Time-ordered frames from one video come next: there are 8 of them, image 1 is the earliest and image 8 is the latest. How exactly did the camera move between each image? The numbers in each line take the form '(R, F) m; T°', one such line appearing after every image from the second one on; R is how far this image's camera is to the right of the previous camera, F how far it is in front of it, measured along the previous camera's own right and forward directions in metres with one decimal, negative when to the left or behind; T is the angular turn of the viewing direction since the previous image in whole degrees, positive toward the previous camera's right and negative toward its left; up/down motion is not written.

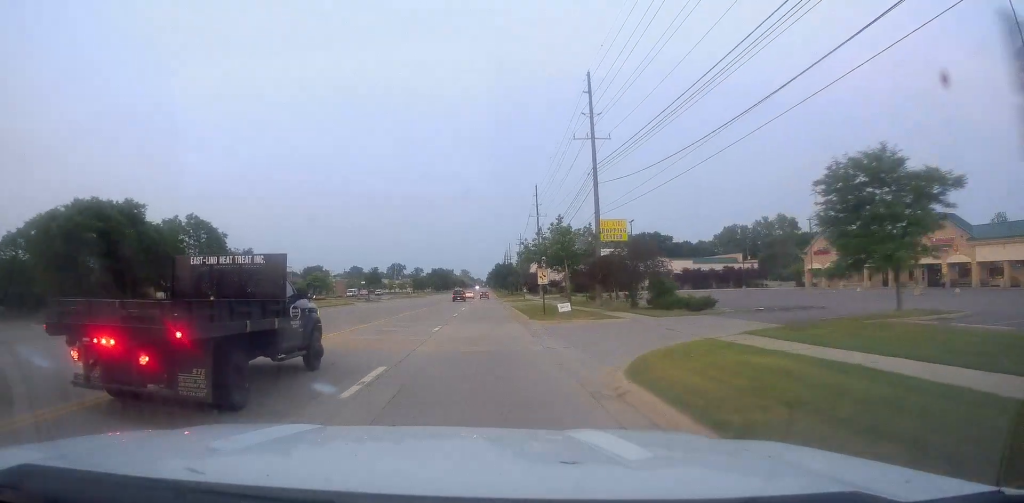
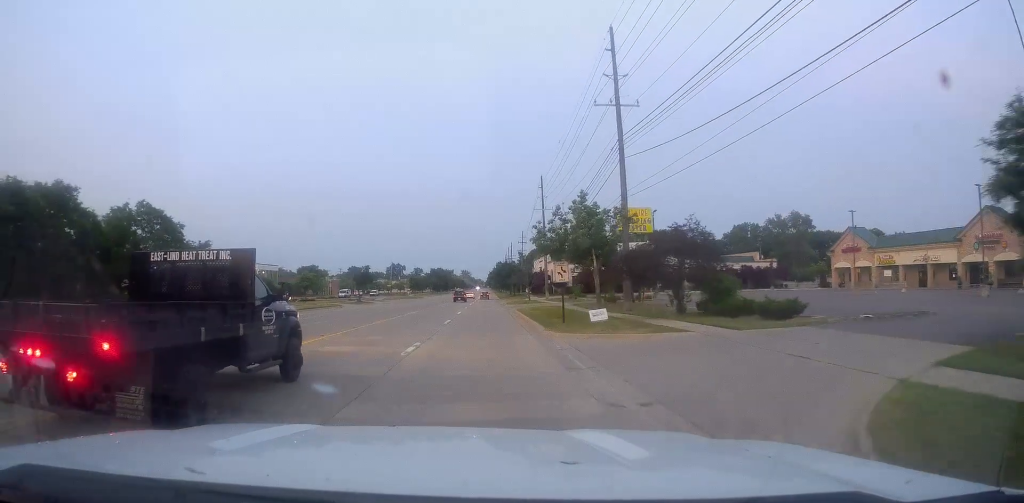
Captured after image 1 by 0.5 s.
(-0.2, +7.9) m; 0°
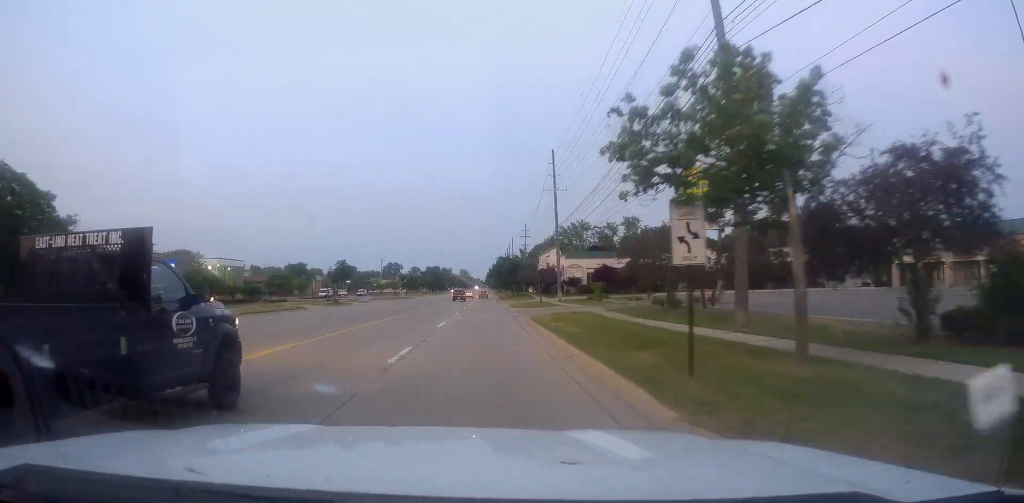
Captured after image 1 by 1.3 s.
(+0.3, +15.6) m; -1°
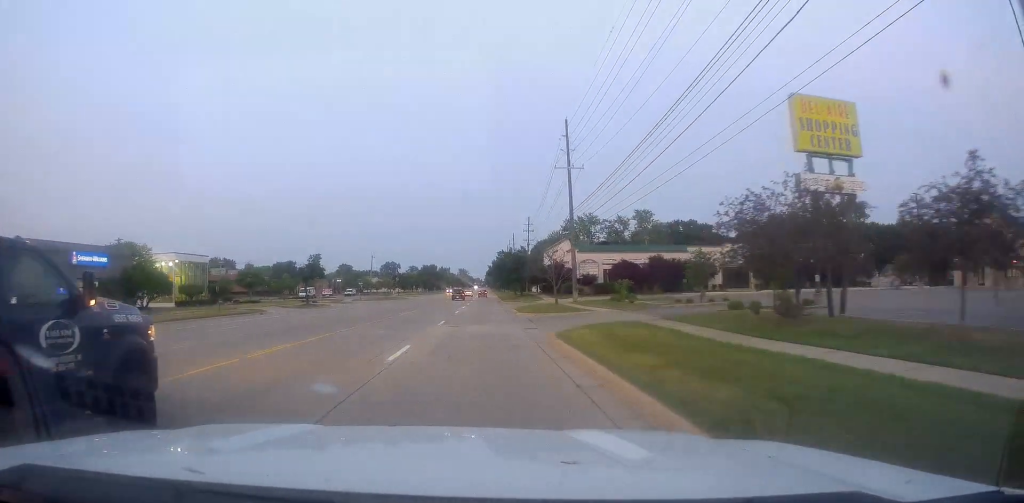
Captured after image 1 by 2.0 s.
(-0.3, +12.6) m; 0°
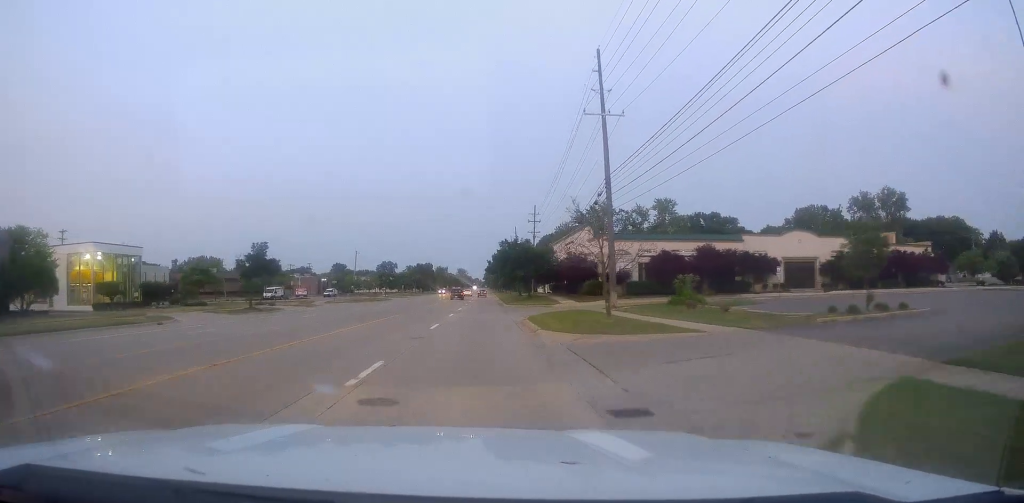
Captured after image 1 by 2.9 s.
(-0.1, +17.6) m; +1°
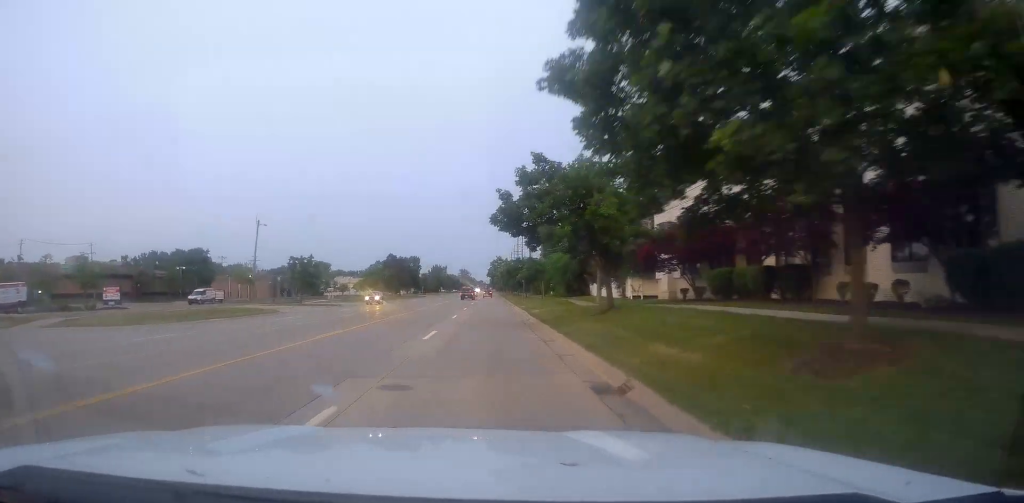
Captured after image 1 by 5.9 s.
(-0.4, +62.1) m; -1°
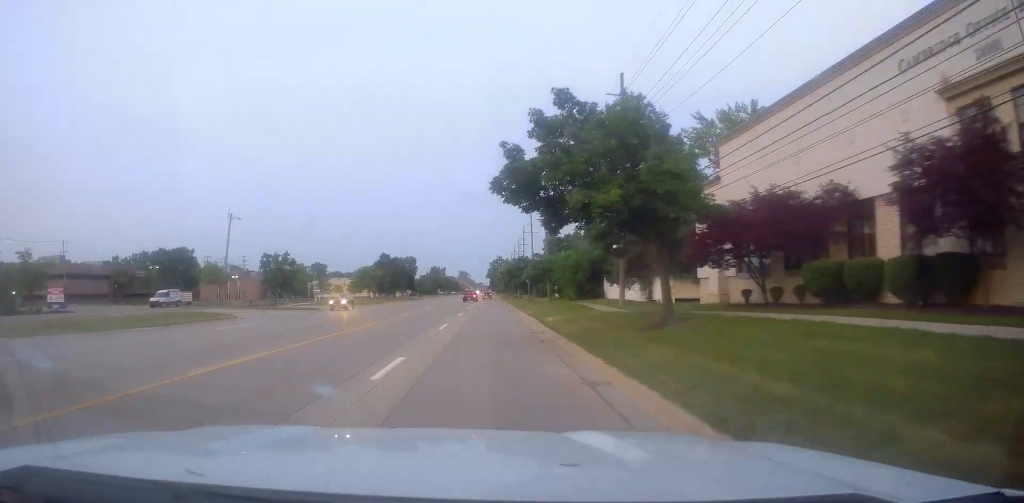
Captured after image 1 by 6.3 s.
(+0.1, +8.7) m; +1°
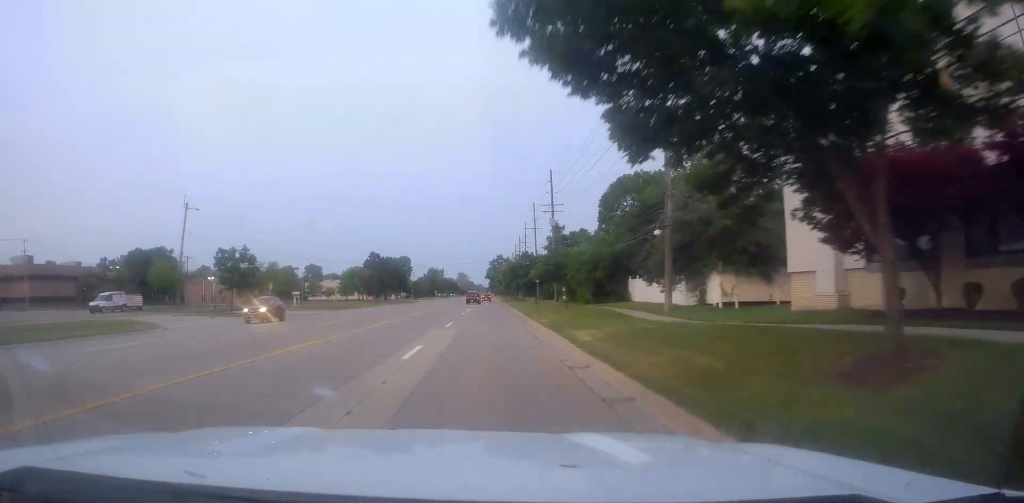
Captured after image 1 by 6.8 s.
(+0.1, +11.0) m; 0°
